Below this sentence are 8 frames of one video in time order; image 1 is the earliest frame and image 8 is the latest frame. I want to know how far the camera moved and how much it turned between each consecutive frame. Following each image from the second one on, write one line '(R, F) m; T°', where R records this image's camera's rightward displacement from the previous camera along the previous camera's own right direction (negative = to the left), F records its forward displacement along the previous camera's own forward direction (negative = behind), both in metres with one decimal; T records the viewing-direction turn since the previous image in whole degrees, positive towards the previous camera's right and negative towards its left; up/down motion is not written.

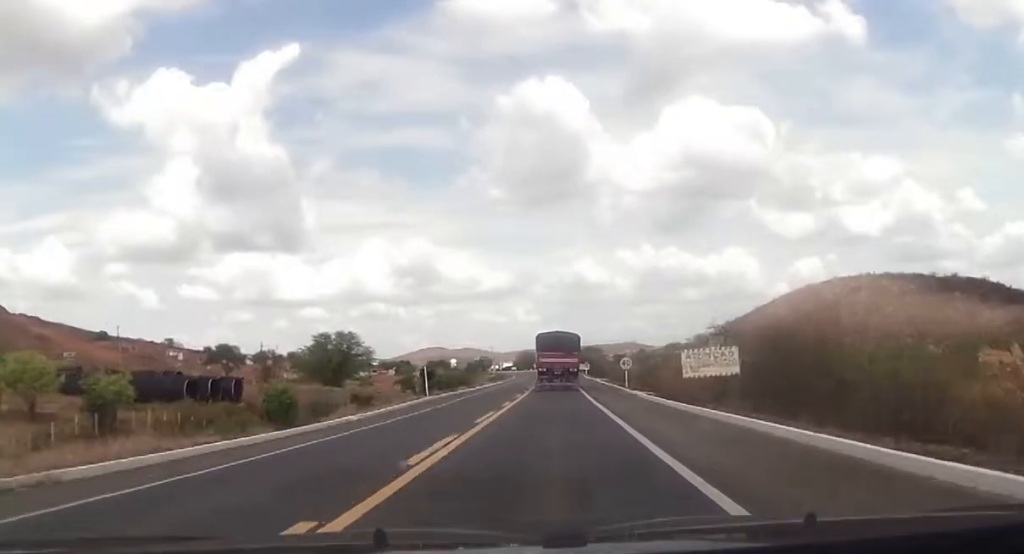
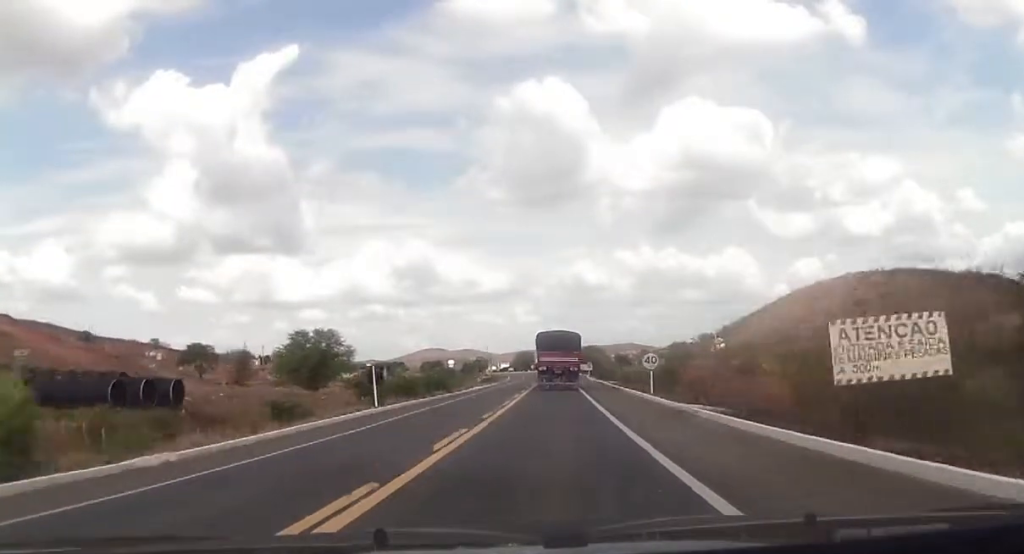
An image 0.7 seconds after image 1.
(-0.2, +14.3) m; 0°
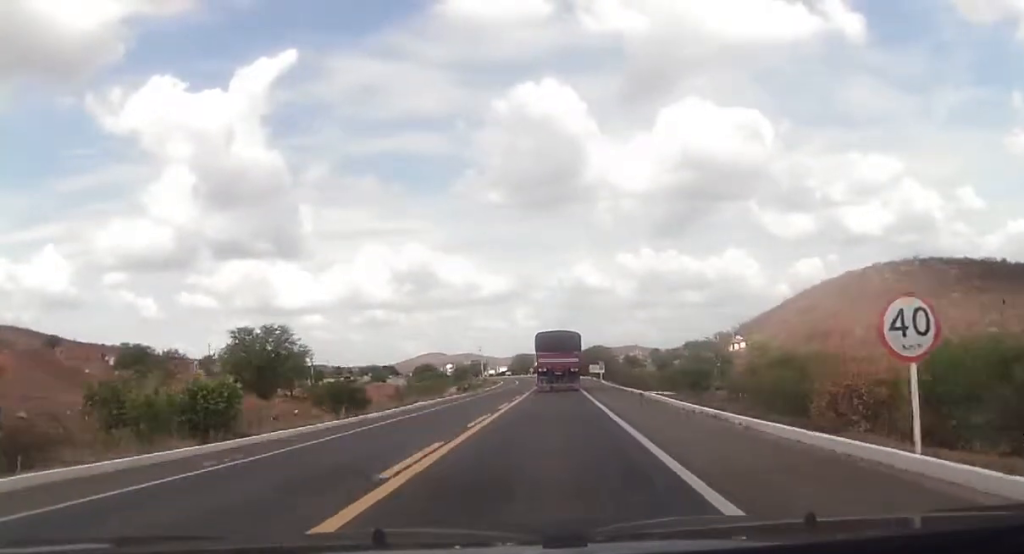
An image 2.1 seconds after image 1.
(+0.4, +28.5) m; 0°
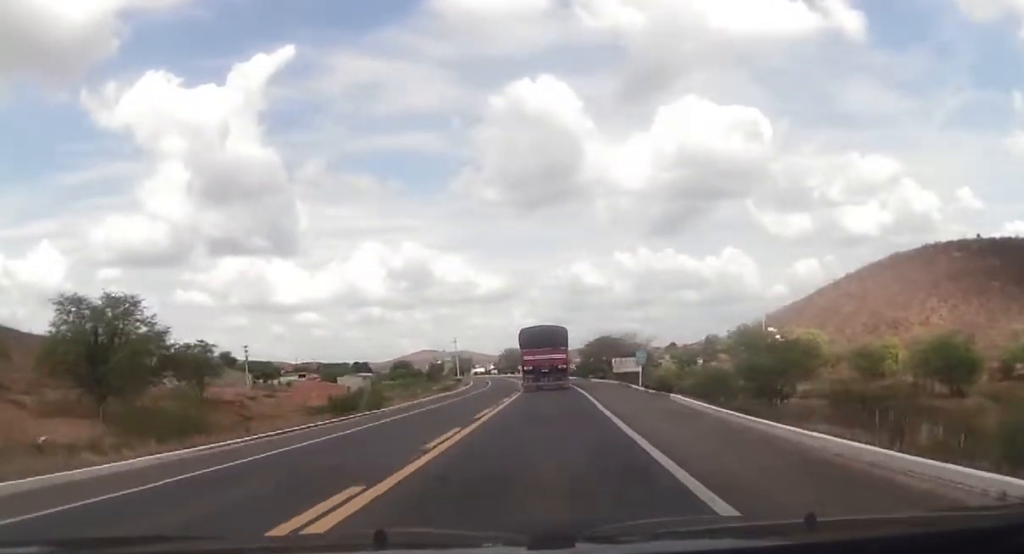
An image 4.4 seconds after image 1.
(-0.3, +47.0) m; +1°
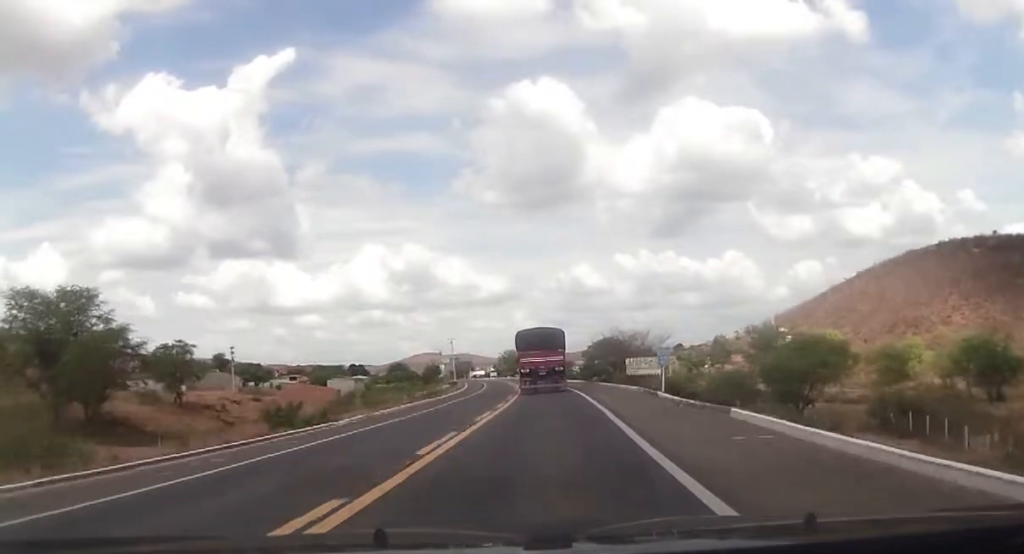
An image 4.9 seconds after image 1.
(0.0, +9.2) m; 0°
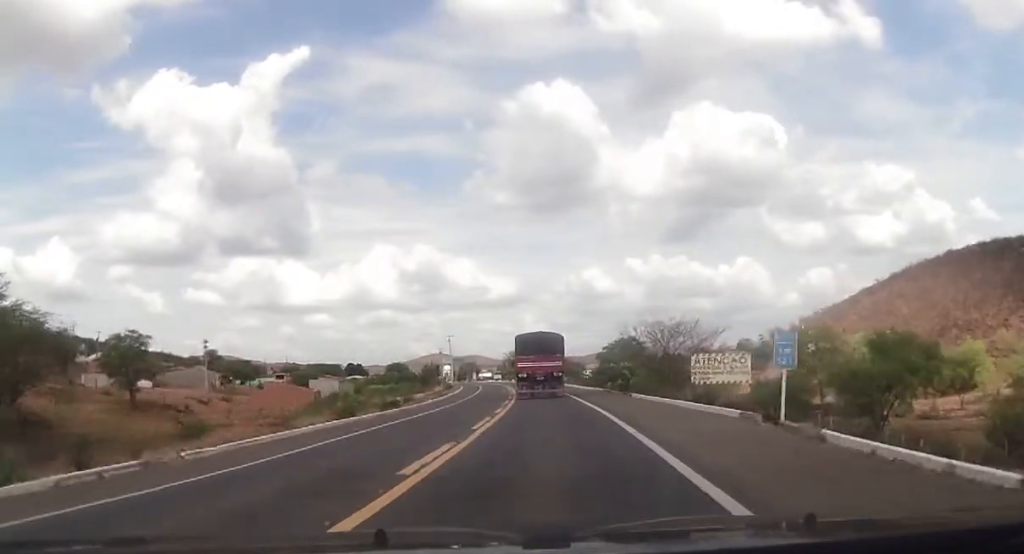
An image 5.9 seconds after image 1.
(-0.1, +18.6) m; -1°
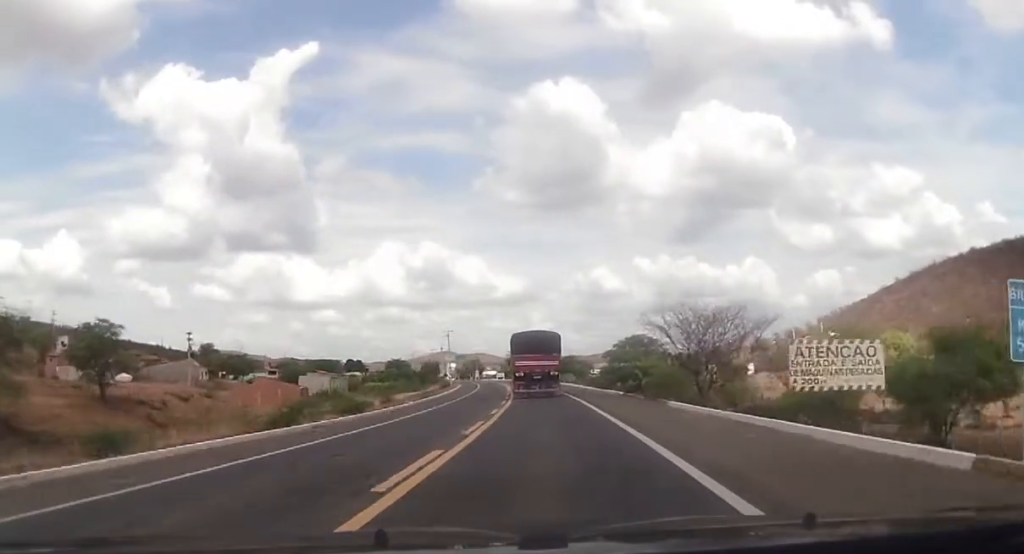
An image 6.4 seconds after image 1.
(0.0, +10.1) m; -1°
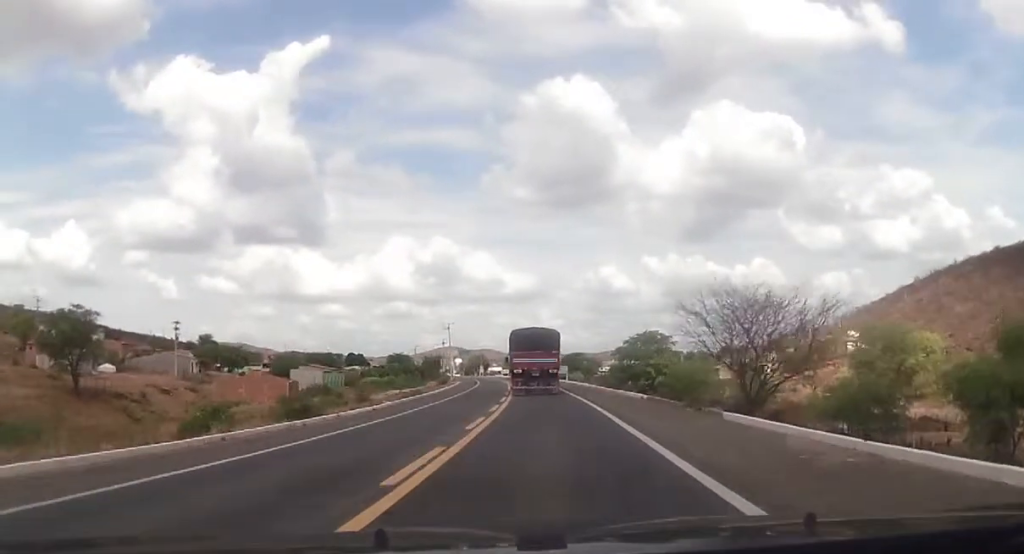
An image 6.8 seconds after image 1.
(+0.1, +8.1) m; -1°
